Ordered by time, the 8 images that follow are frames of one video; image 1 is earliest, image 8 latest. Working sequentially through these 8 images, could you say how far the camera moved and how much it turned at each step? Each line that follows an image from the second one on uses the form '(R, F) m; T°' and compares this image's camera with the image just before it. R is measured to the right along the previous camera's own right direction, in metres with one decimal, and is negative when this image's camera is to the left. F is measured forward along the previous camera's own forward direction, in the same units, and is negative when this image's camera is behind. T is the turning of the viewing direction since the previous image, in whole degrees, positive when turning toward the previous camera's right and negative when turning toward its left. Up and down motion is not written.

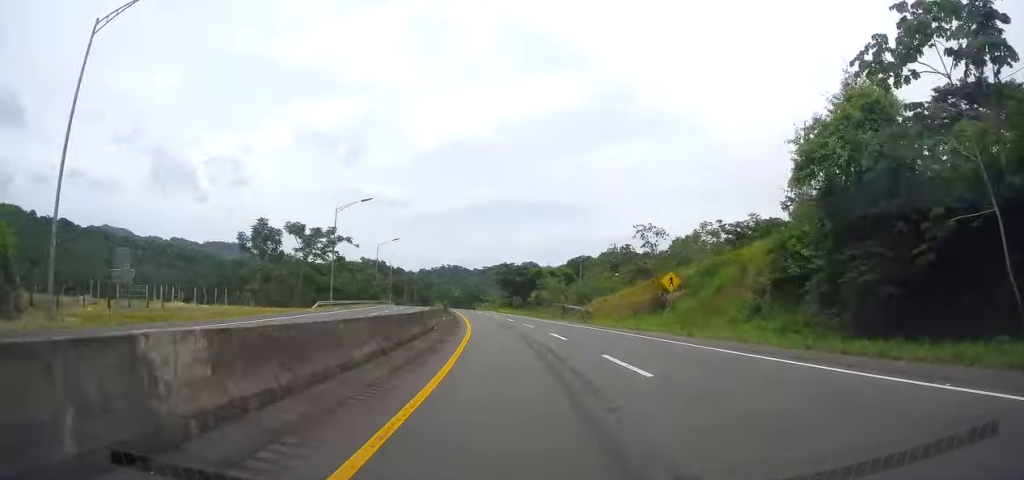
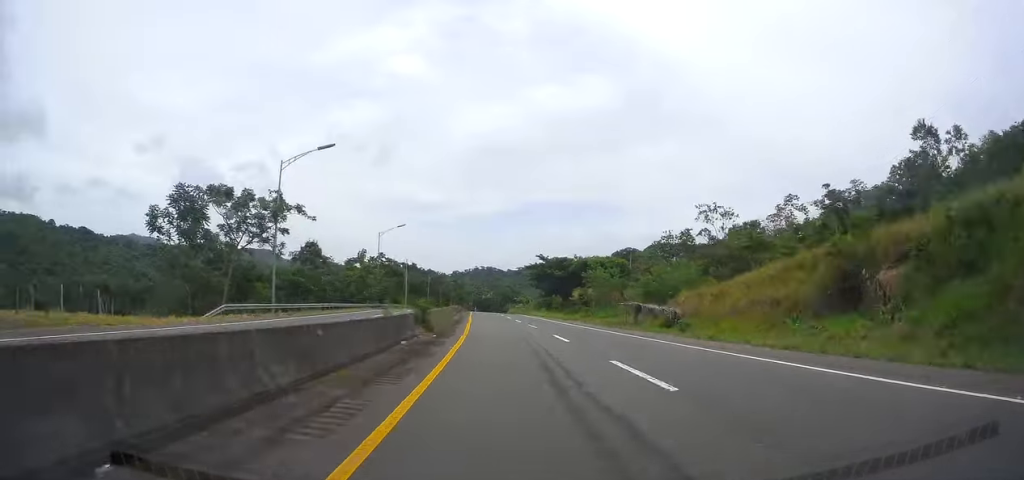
(-1.9, +25.6) m; -4°
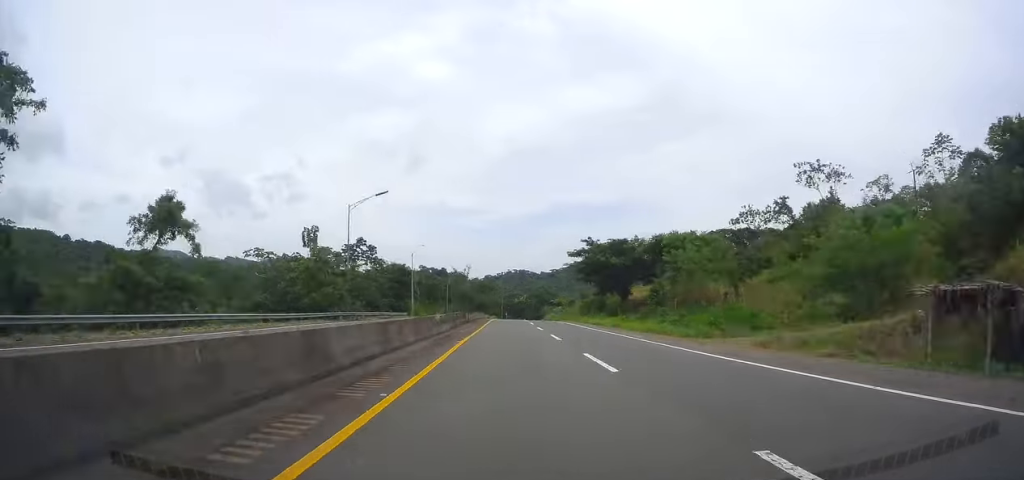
(-1.1, +32.2) m; -5°
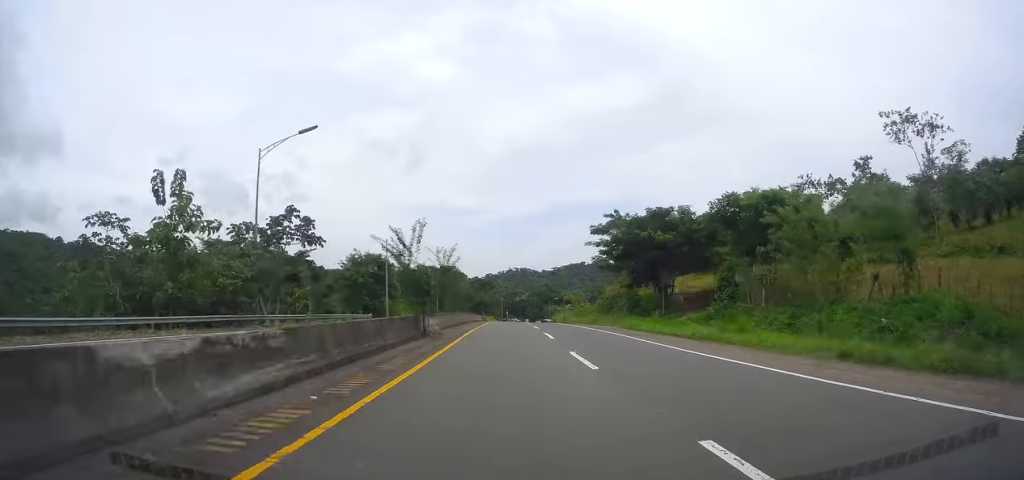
(-1.2, +23.6) m; -2°
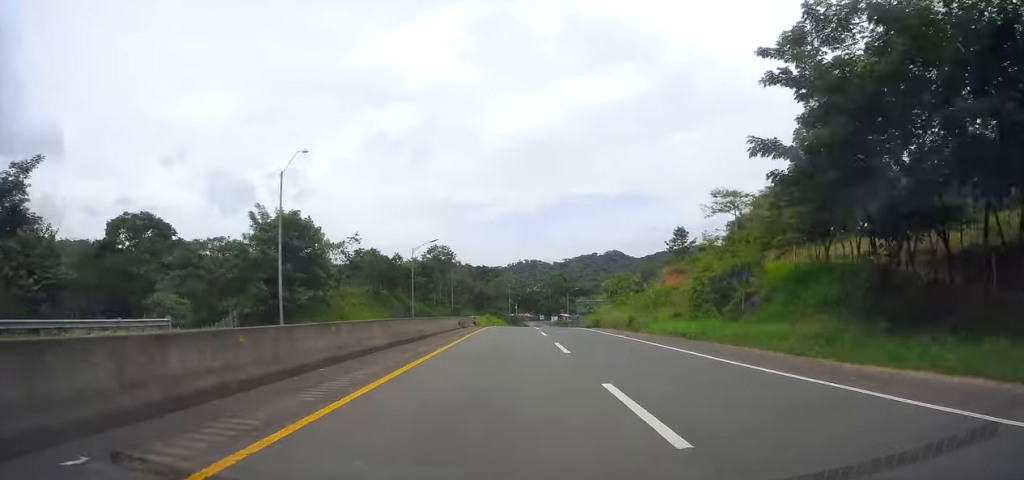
(-1.2, +42.8) m; -2°
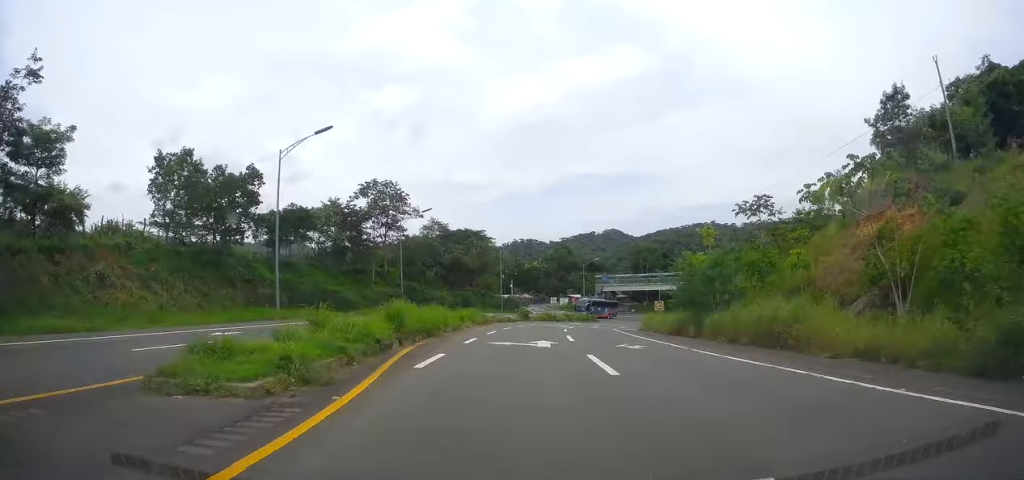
(-0.4, +52.8) m; 0°
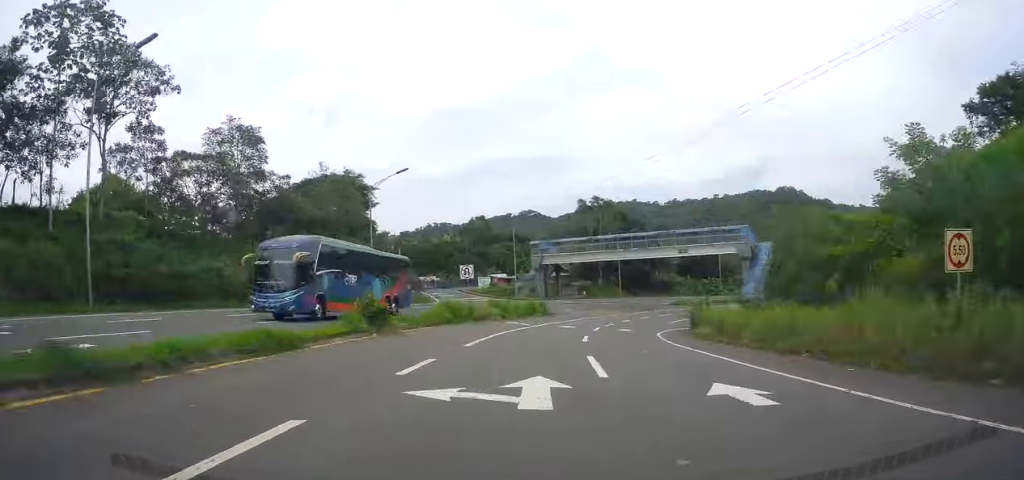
(+0.9, +50.6) m; +5°
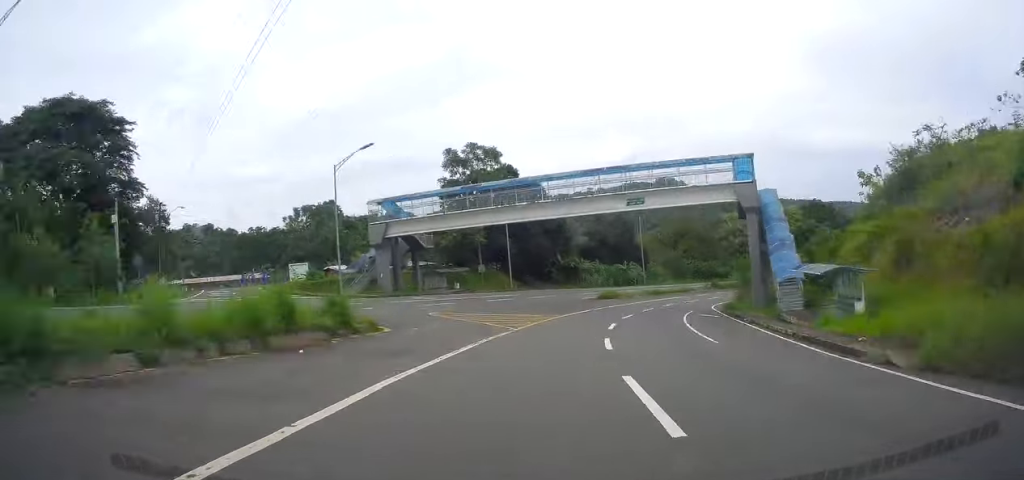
(+2.4, +40.5) m; +10°
